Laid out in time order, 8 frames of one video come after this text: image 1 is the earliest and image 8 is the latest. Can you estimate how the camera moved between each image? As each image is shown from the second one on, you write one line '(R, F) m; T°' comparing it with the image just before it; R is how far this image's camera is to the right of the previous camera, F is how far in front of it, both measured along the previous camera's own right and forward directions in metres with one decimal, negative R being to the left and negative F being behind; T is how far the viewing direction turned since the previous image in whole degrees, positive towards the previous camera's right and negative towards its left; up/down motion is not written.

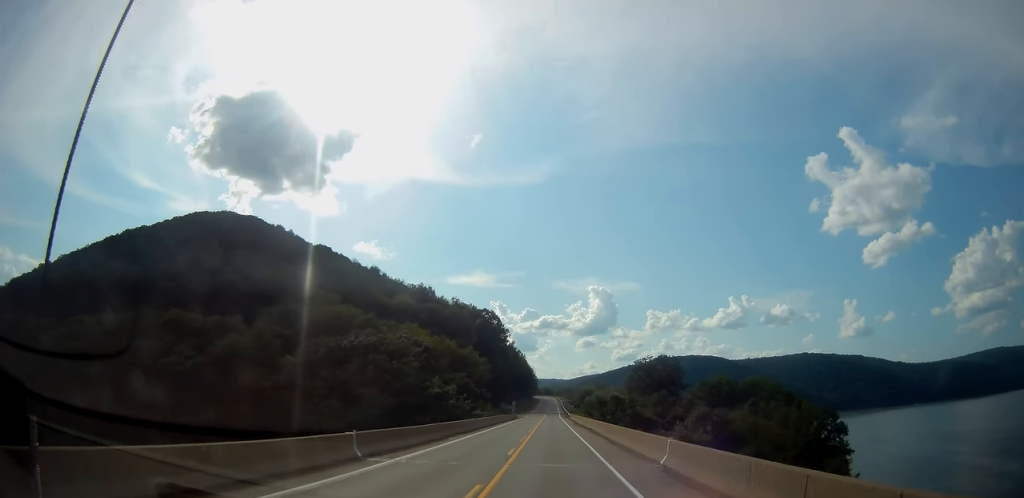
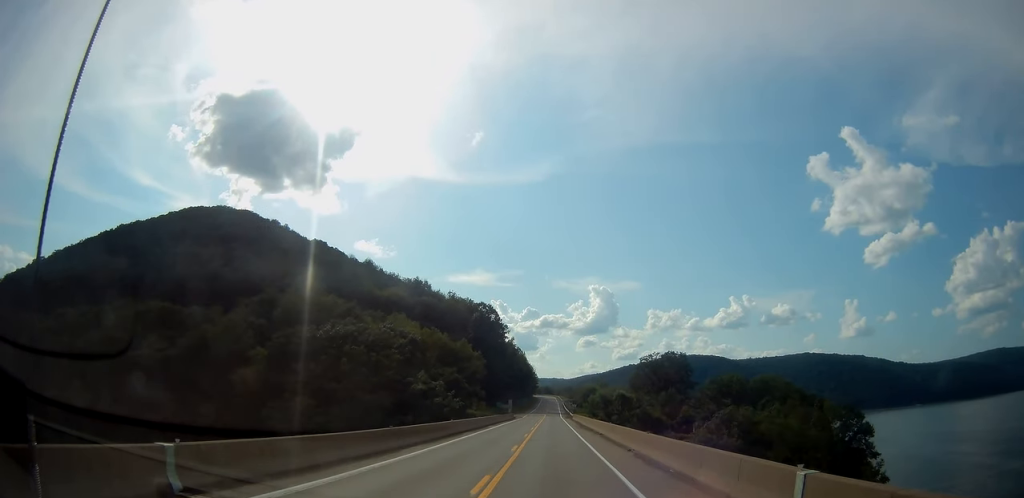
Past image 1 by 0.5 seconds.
(-0.1, +10.4) m; 0°
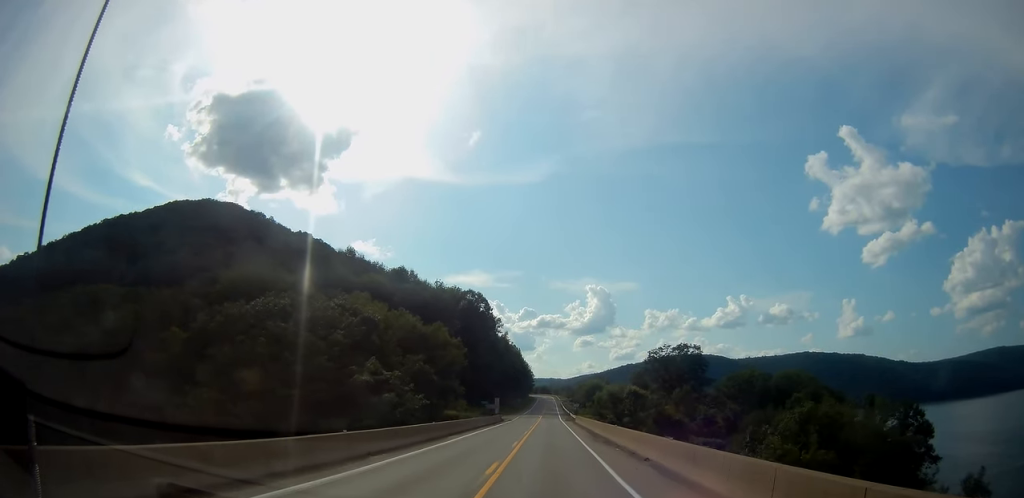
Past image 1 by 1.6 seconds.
(+0.1, +20.5) m; 0°
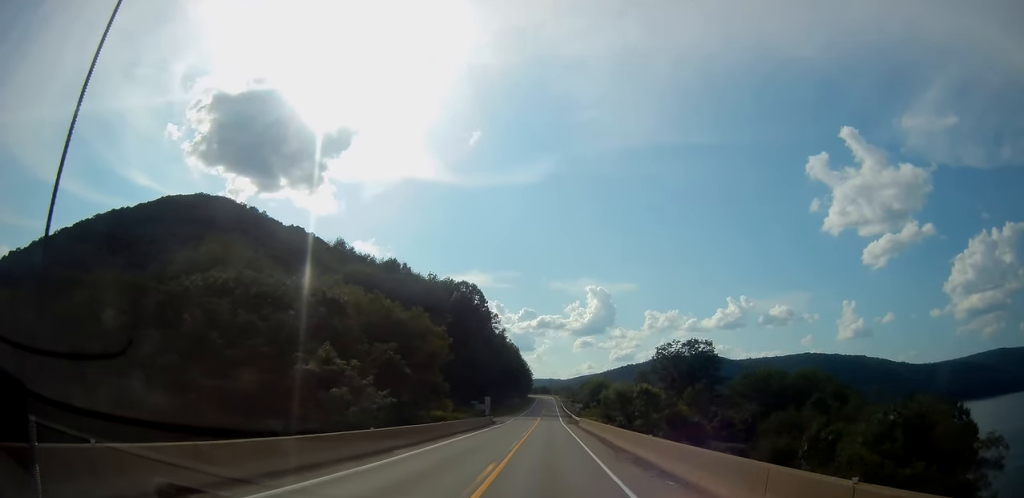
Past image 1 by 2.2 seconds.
(0.0, +12.1) m; 0°
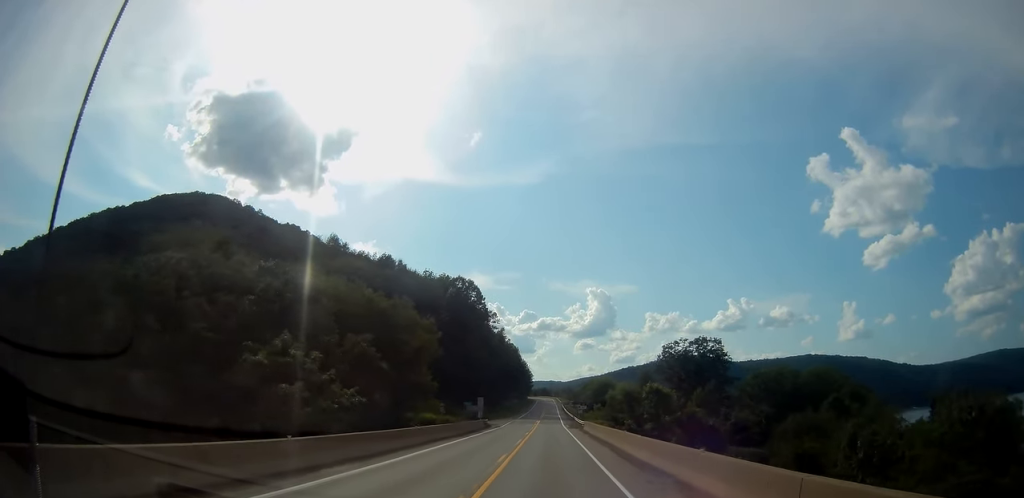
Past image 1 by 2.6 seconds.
(-0.1, +7.6) m; 0°
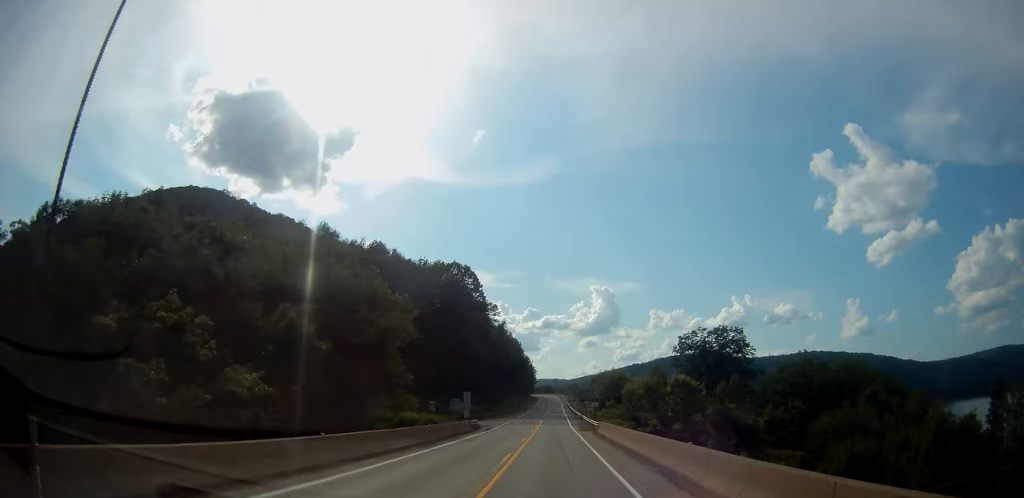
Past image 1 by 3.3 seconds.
(0.0, +13.1) m; 0°
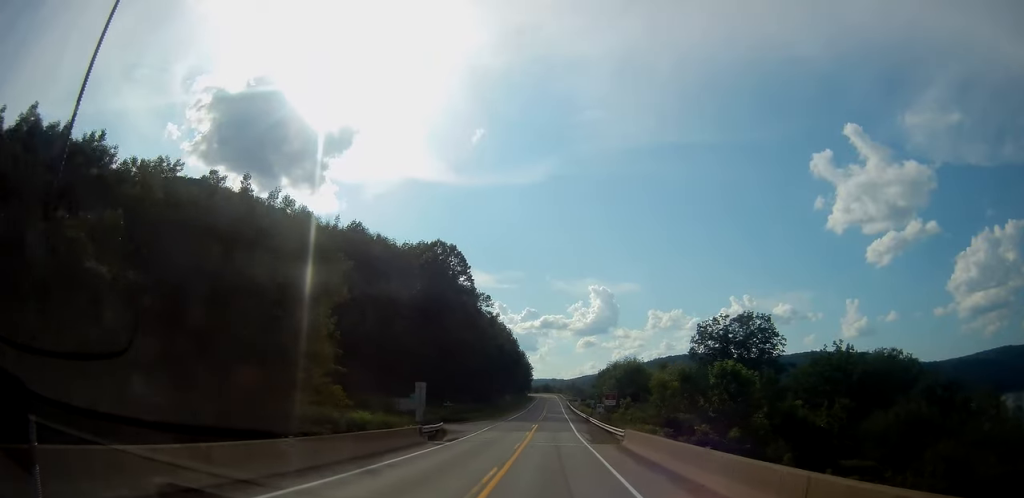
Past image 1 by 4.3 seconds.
(+0.1, +17.3) m; -1°
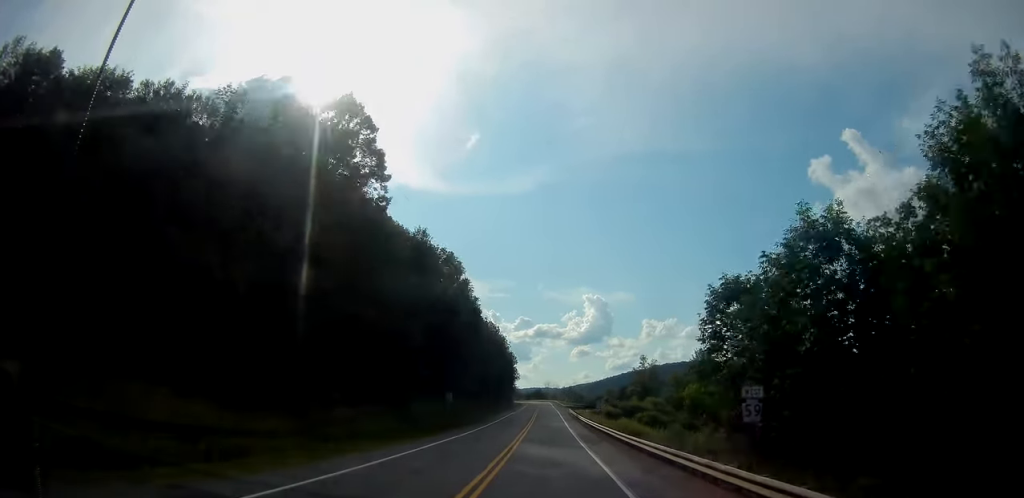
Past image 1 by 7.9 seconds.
(-0.5, +62.5) m; +1°
